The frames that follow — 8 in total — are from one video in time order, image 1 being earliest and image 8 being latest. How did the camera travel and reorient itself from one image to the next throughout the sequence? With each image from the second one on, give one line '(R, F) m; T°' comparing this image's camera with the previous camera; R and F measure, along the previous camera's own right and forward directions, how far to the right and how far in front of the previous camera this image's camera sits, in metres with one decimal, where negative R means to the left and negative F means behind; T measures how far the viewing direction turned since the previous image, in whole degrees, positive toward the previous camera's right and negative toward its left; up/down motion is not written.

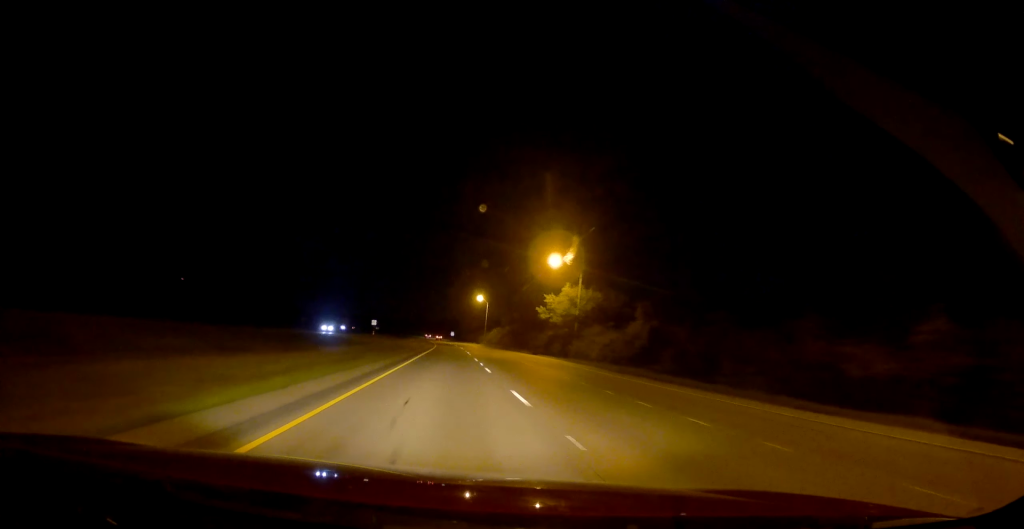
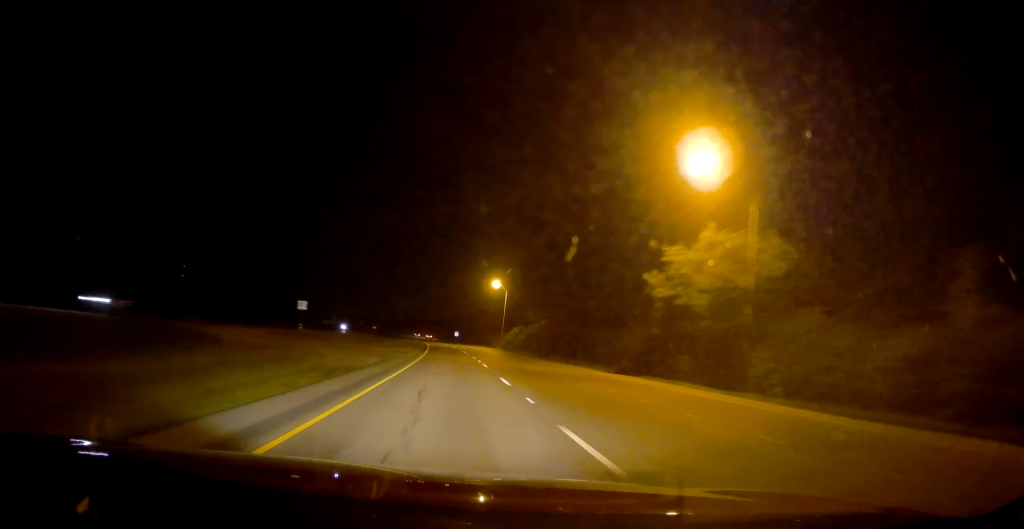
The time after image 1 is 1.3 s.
(0.0, +43.1) m; 0°
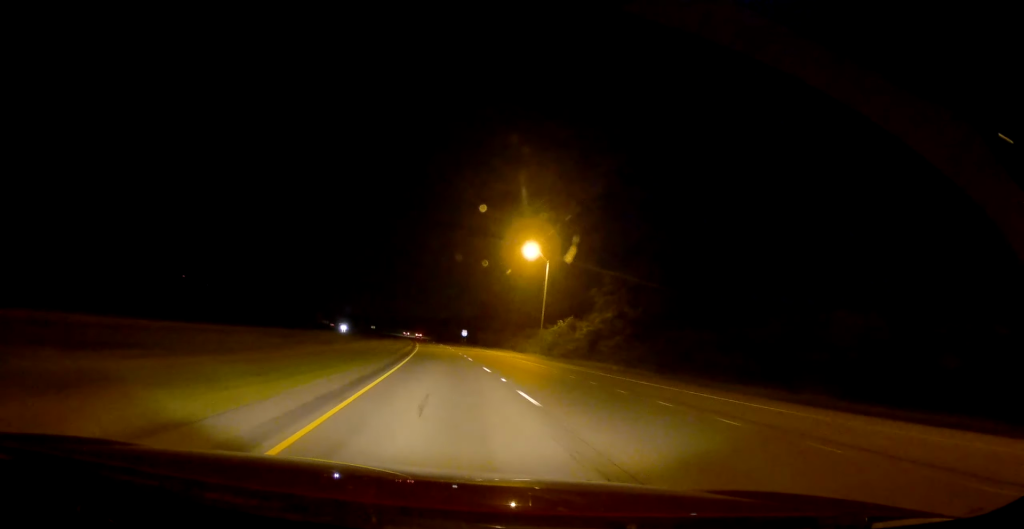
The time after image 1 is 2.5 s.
(0.0, +41.9) m; -1°
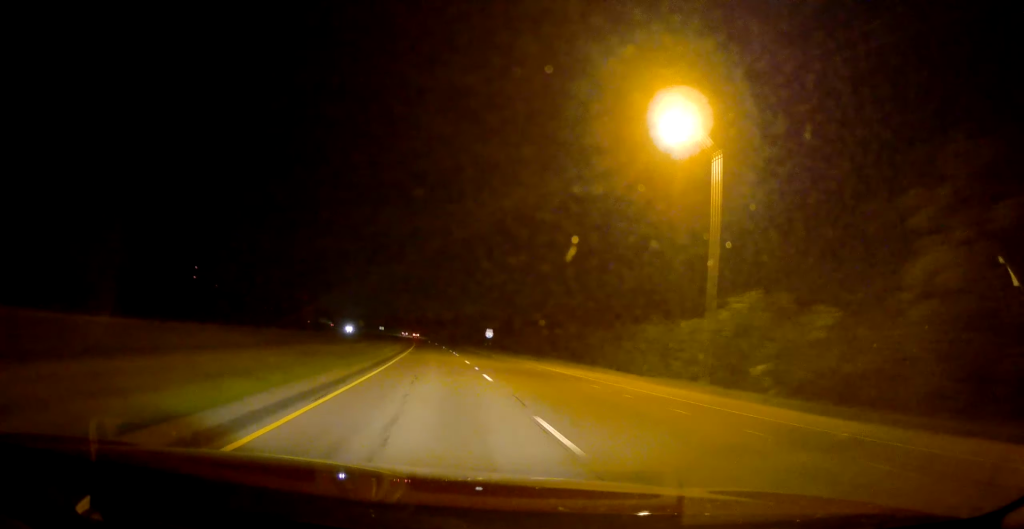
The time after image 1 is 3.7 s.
(-0.8, +42.1) m; -1°
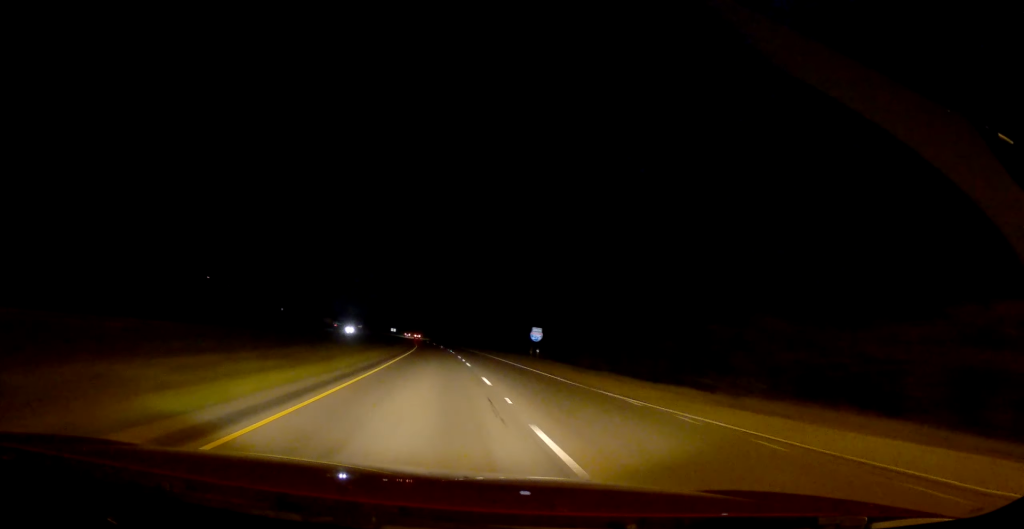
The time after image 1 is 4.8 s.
(-0.1, +37.8) m; -1°
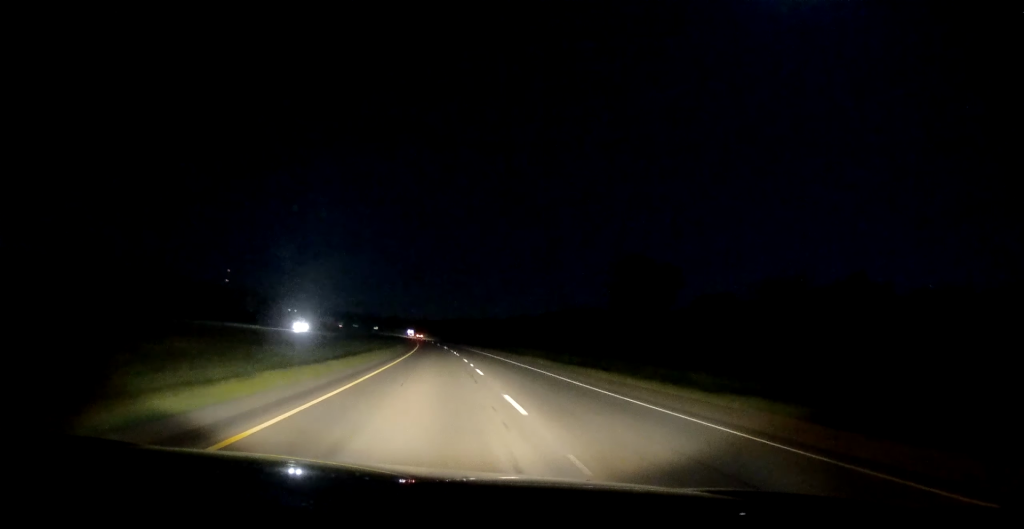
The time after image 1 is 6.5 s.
(-1.9, +56.2) m; -4°
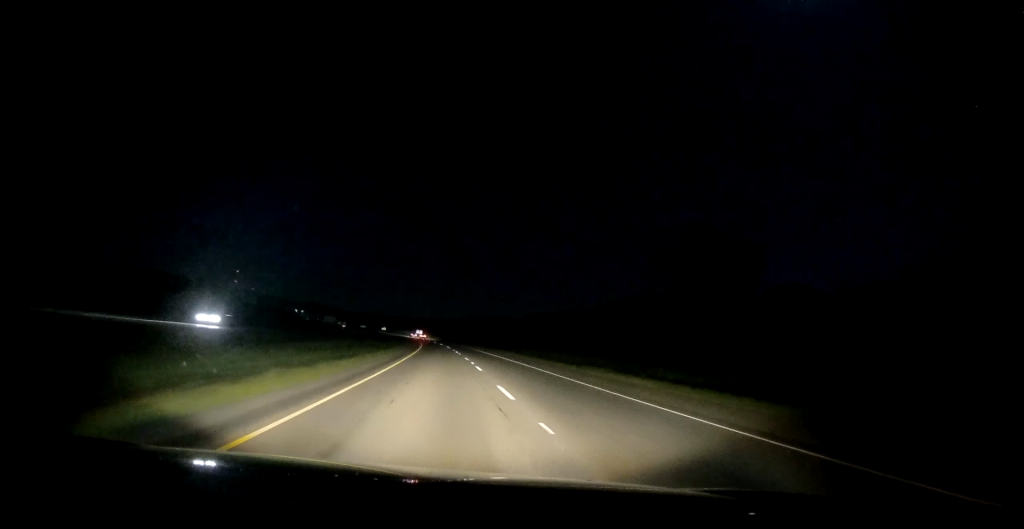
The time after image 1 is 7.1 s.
(0.0, +21.9) m; -1°
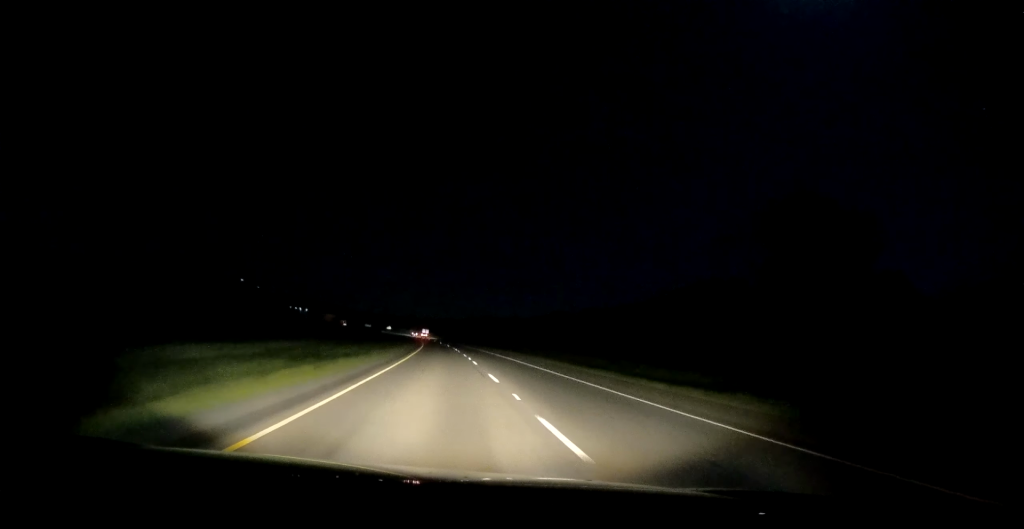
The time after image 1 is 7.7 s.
(0.0, +19.5) m; -1°
